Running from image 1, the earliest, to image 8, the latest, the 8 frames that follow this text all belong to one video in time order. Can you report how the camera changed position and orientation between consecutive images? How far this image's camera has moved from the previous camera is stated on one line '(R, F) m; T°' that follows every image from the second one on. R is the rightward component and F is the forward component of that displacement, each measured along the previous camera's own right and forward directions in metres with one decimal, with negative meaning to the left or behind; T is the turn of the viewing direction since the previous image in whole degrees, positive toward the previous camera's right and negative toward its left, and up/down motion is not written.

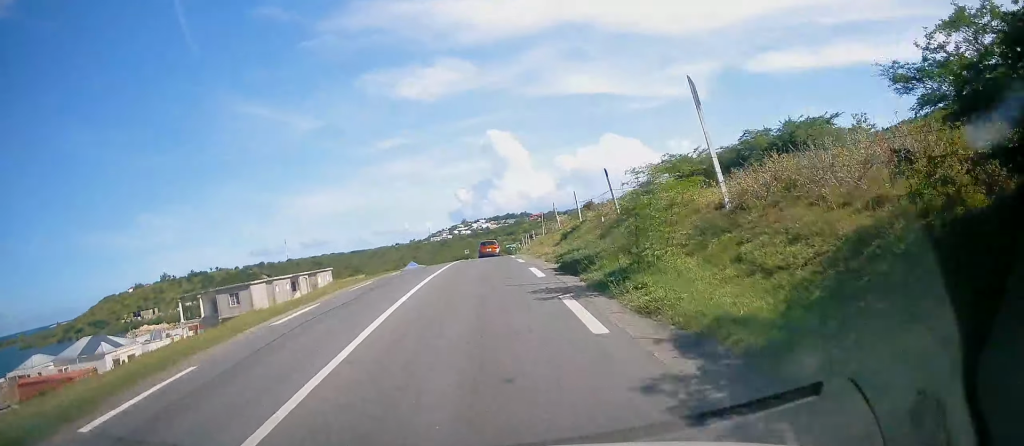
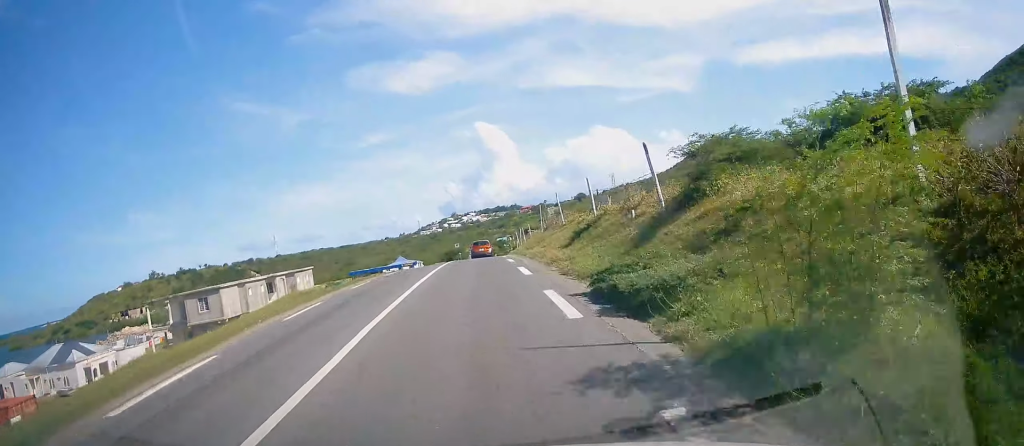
(-0.1, +5.7) m; +2°
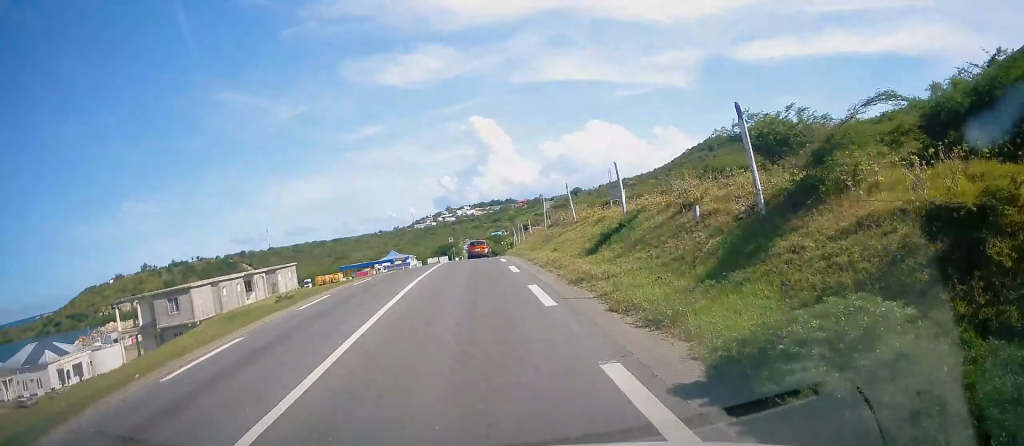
(+0.2, +5.3) m; +1°
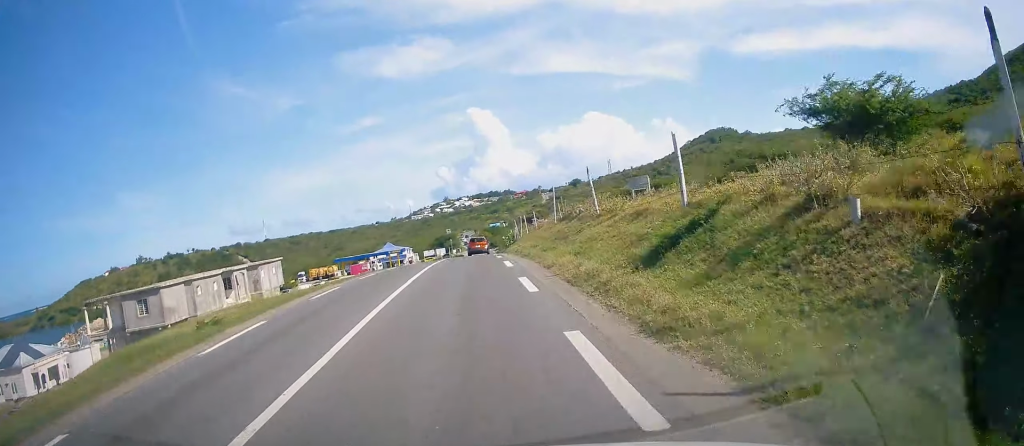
(+0.3, +5.3) m; +1°
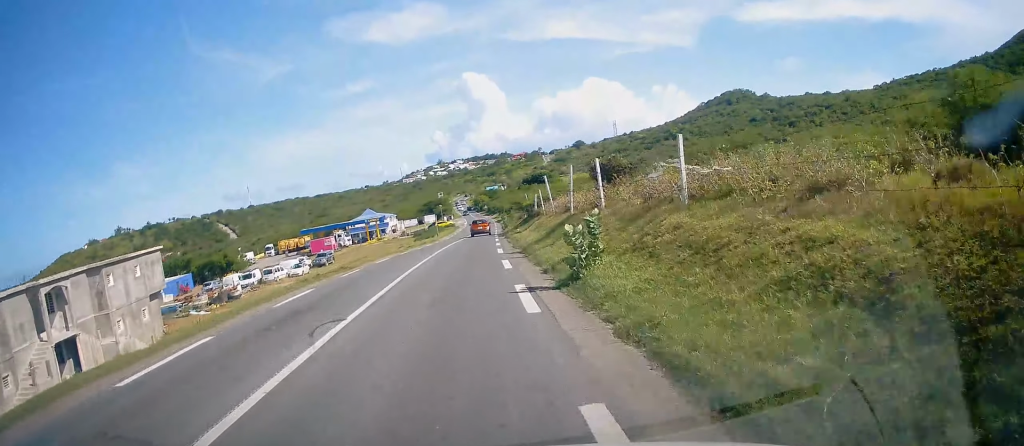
(-0.9, +28.9) m; -3°
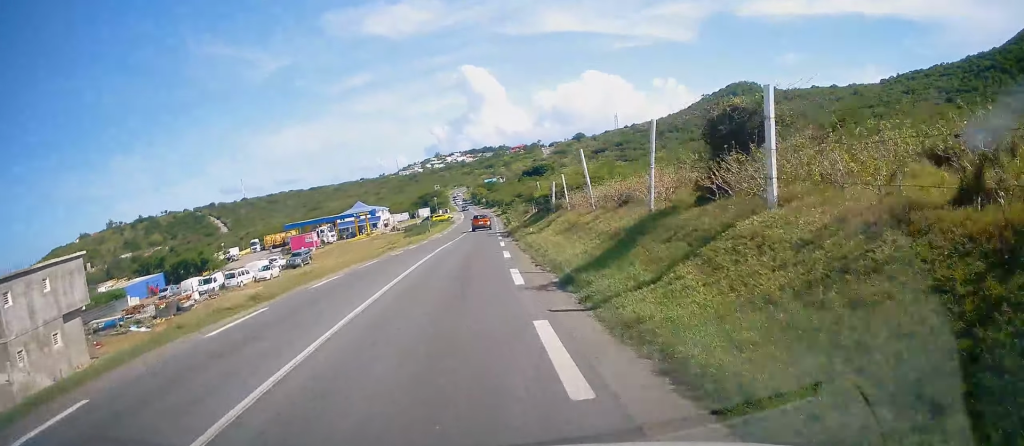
(-0.2, +10.2) m; +2°
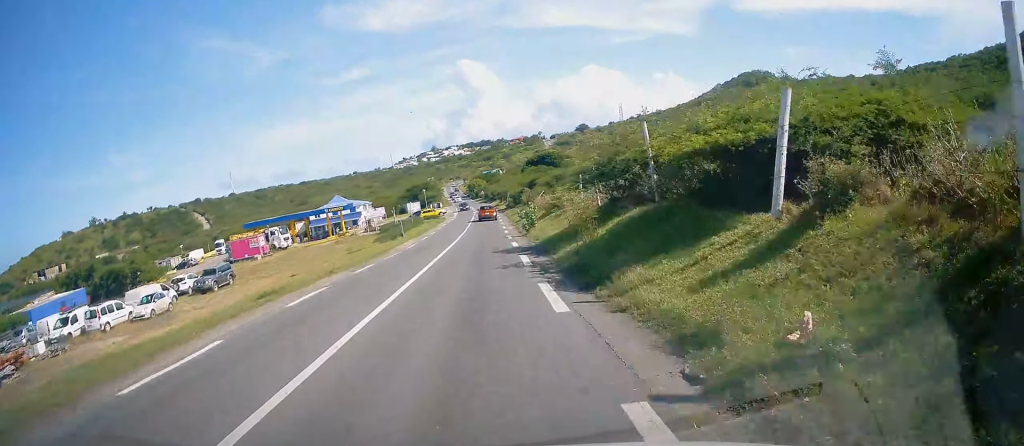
(-0.2, +22.8) m; -2°
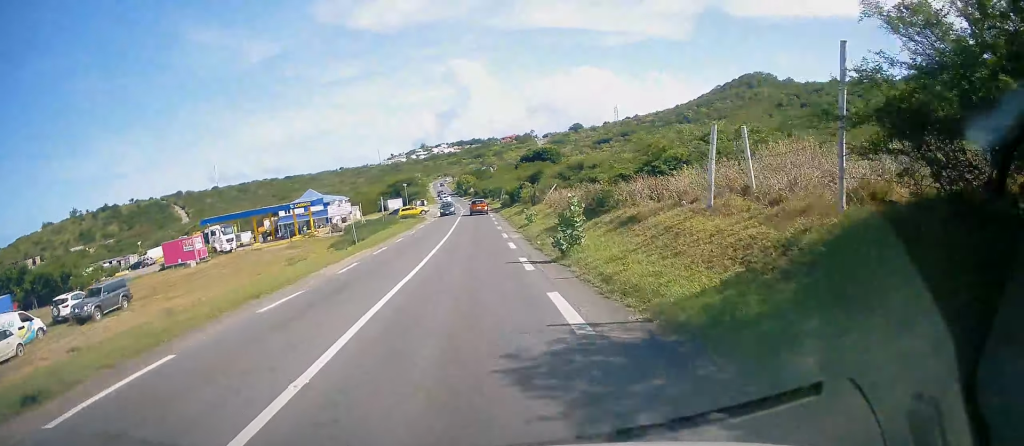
(+0.6, +14.5) m; +1°
